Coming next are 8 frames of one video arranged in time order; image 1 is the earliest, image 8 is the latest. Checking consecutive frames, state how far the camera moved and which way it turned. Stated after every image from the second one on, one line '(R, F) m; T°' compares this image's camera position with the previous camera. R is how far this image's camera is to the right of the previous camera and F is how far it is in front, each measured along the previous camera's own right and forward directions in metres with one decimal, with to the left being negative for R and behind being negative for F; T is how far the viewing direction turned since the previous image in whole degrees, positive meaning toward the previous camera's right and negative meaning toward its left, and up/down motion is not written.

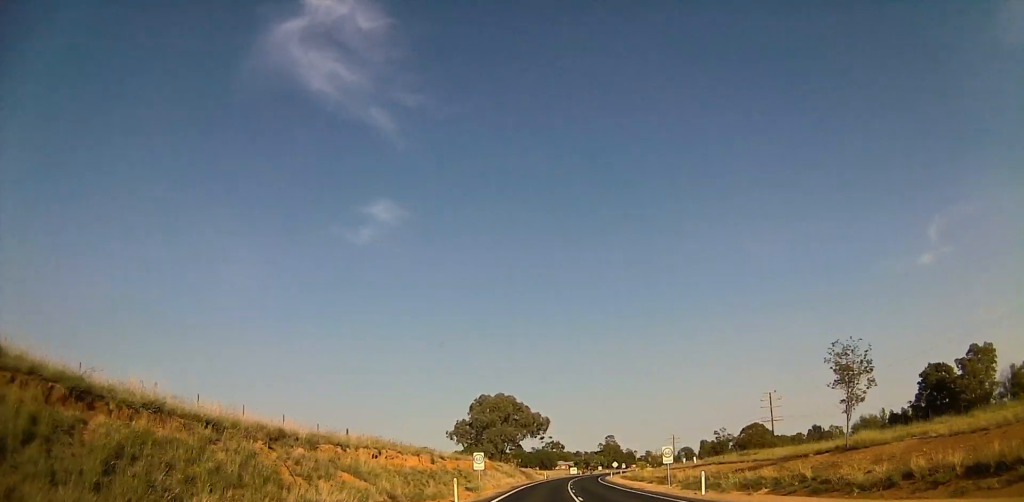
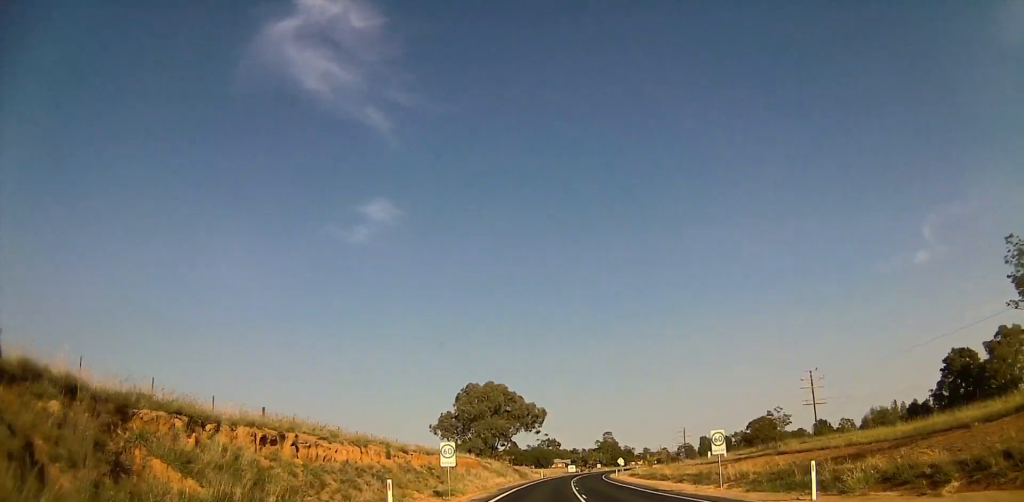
(0.0, +11.7) m; 0°
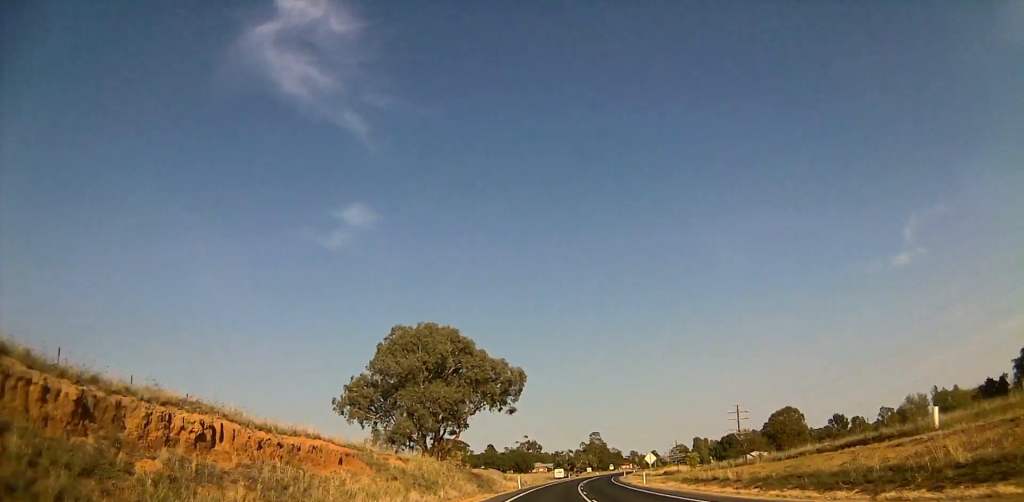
(0.0, +37.0) m; 0°
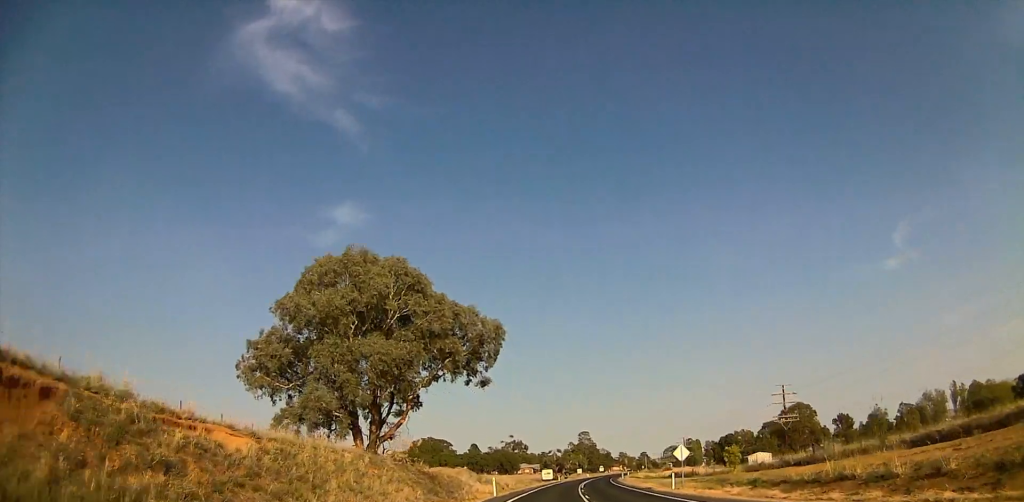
(0.0, +16.7) m; 0°
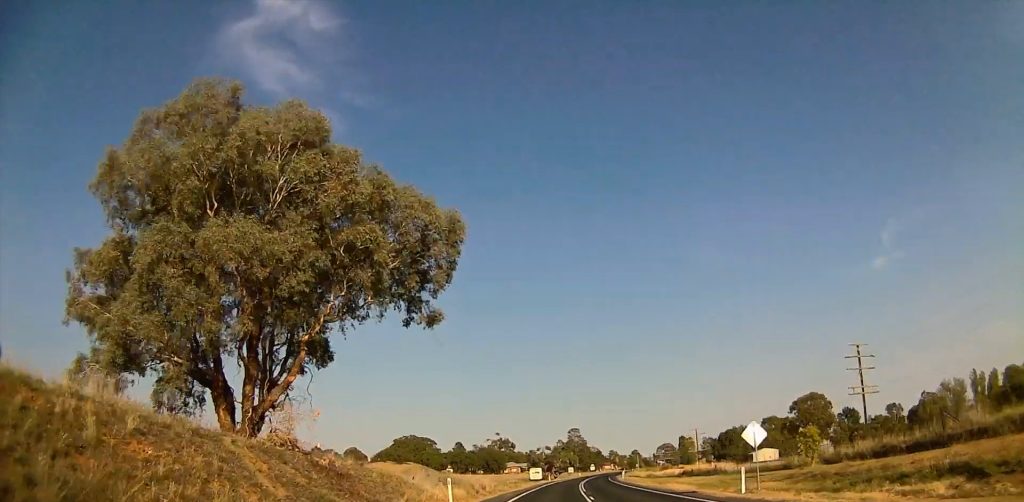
(0.0, +15.3) m; 0°
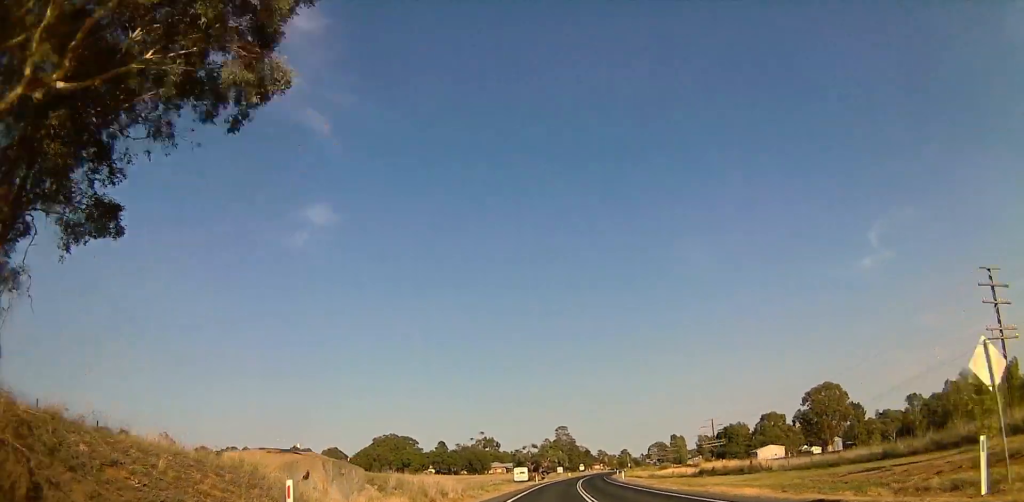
(0.0, +14.6) m; 0°
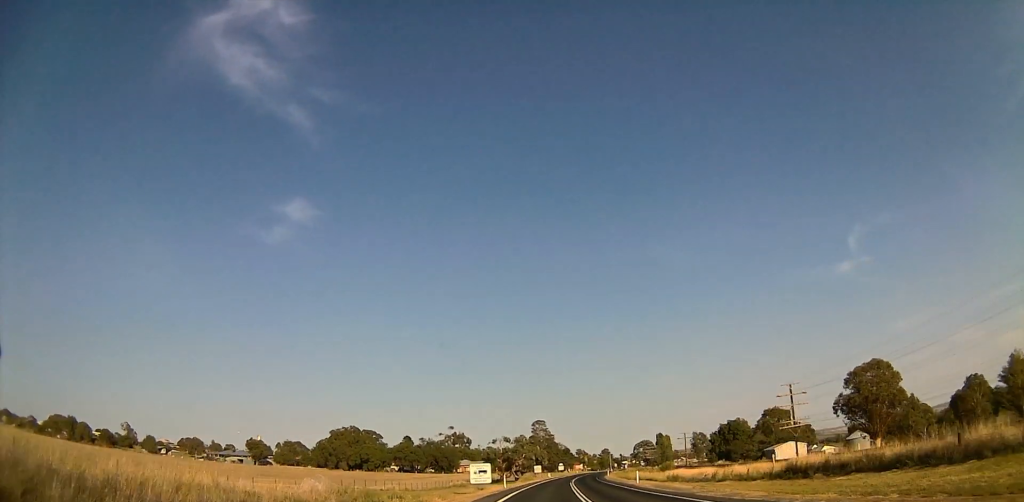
(+2.0, +29.1) m; +8°
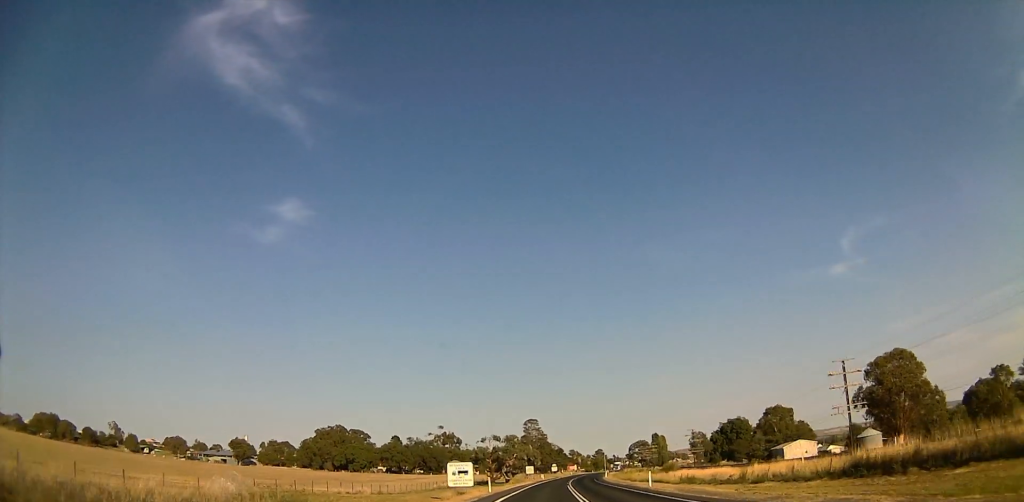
(+1.0, +9.6) m; +1°
